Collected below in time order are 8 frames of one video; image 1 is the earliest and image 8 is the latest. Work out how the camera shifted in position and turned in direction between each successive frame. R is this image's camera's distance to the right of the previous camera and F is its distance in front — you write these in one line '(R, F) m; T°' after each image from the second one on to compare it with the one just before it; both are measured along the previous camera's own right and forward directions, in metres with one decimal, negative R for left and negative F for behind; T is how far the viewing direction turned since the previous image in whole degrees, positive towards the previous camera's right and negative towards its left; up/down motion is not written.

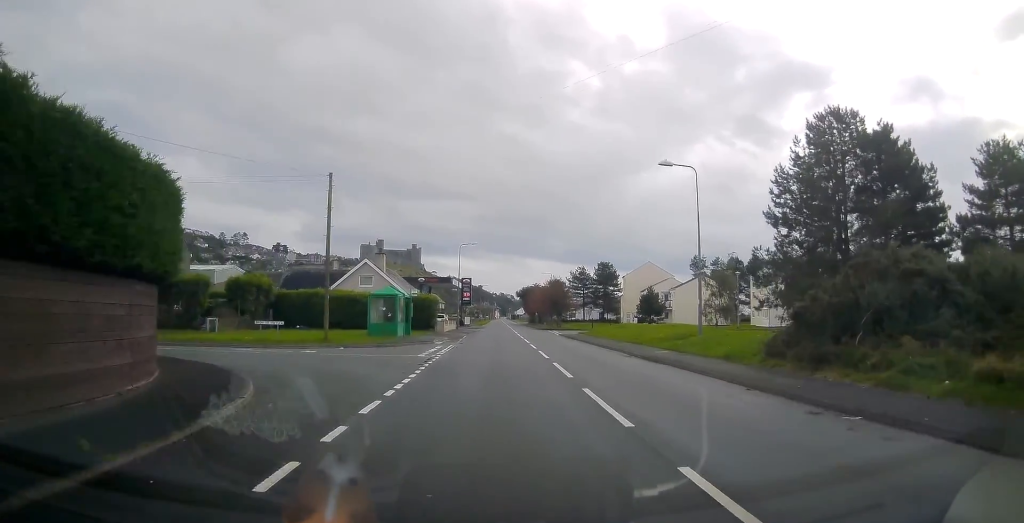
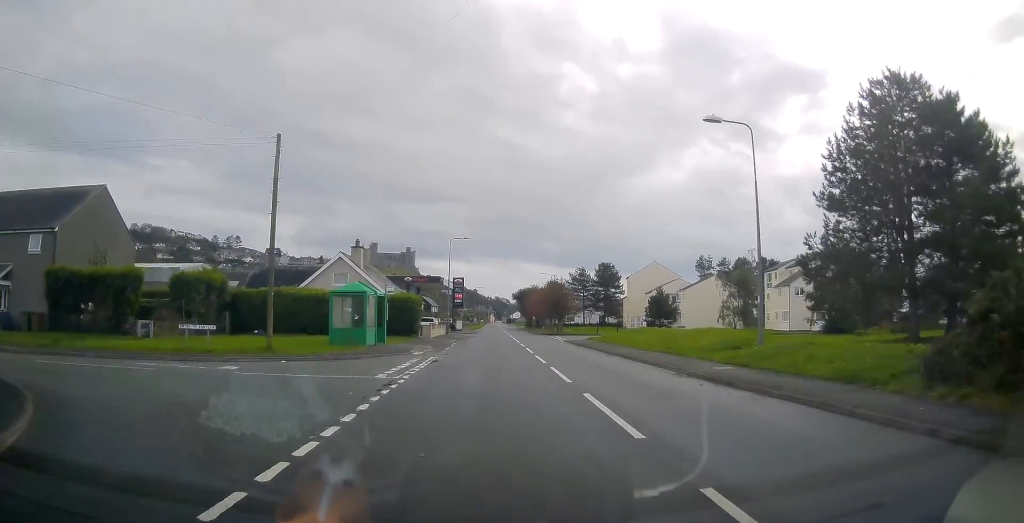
(+0.1, +6.7) m; +1°
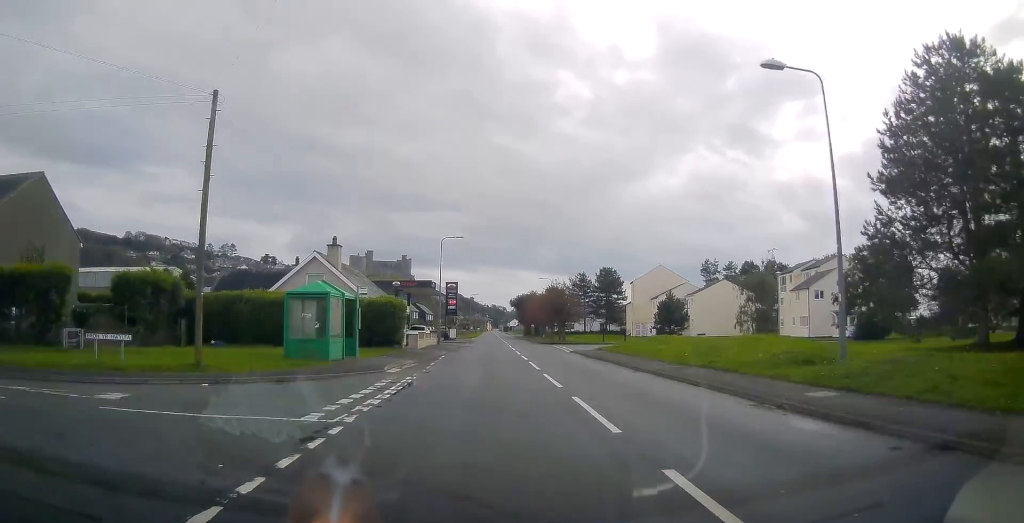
(0.0, +5.3) m; +1°
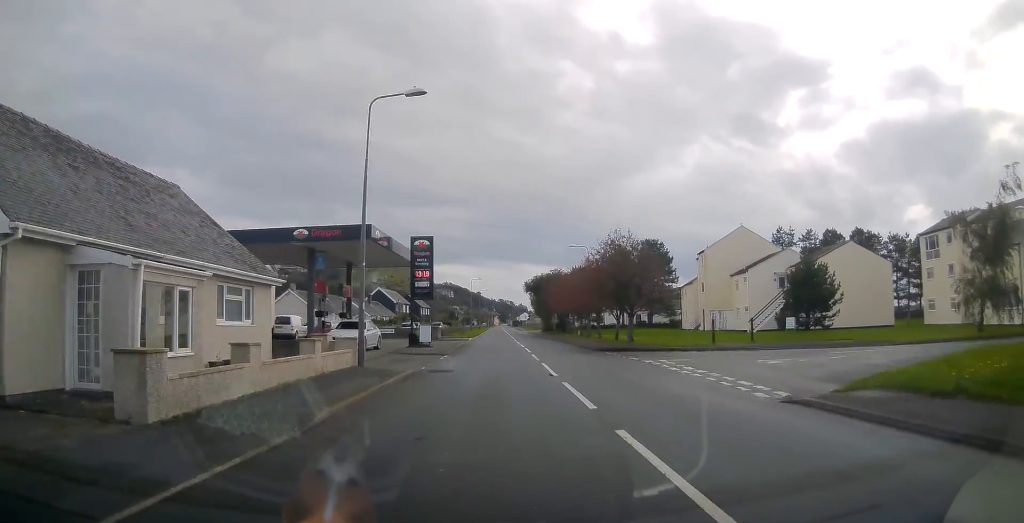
(-0.1, +29.2) m; -1°
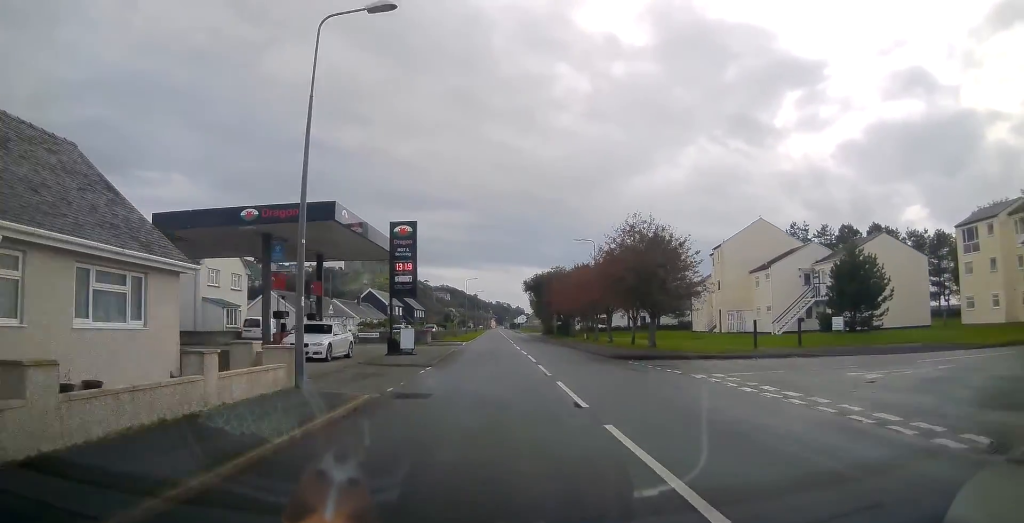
(0.0, +5.5) m; 0°
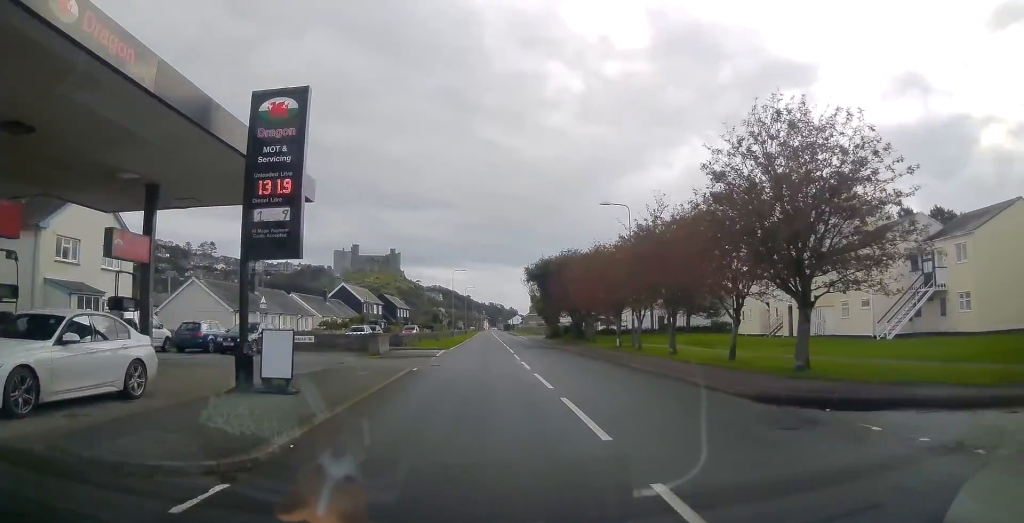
(+0.1, +15.1) m; +1°
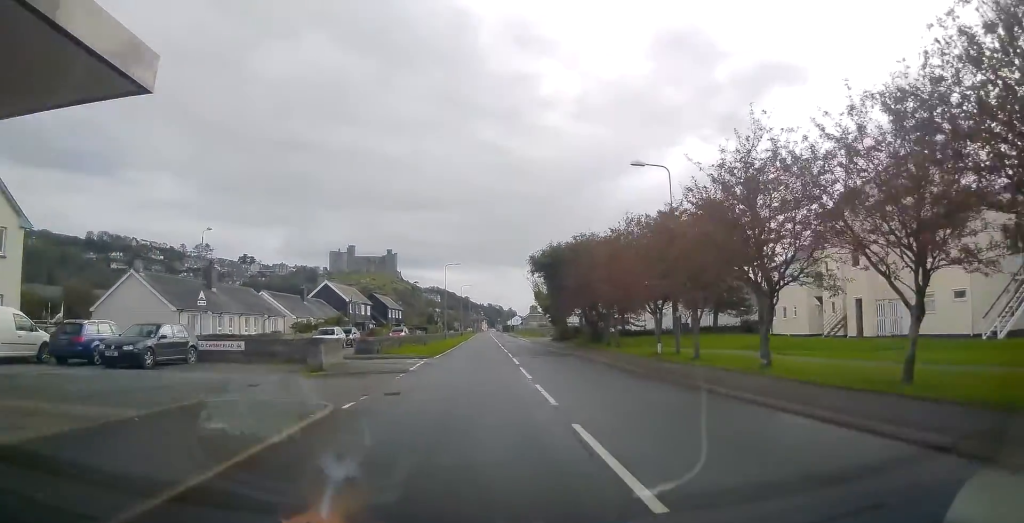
(0.0, +8.7) m; 0°
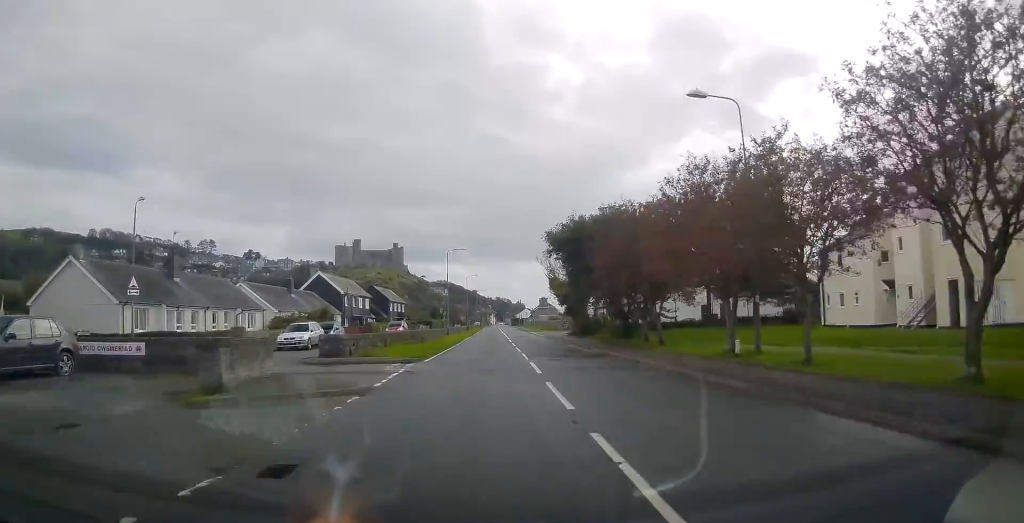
(0.0, +7.4) m; 0°
